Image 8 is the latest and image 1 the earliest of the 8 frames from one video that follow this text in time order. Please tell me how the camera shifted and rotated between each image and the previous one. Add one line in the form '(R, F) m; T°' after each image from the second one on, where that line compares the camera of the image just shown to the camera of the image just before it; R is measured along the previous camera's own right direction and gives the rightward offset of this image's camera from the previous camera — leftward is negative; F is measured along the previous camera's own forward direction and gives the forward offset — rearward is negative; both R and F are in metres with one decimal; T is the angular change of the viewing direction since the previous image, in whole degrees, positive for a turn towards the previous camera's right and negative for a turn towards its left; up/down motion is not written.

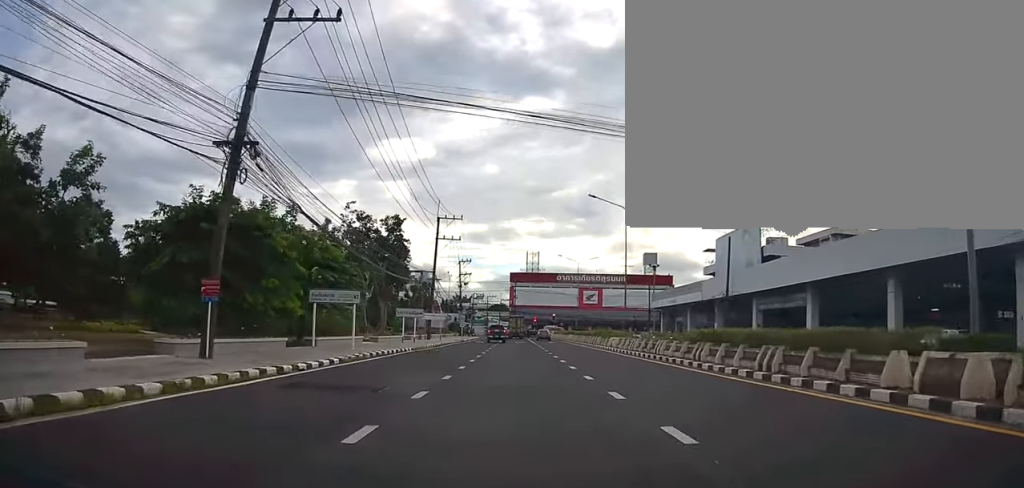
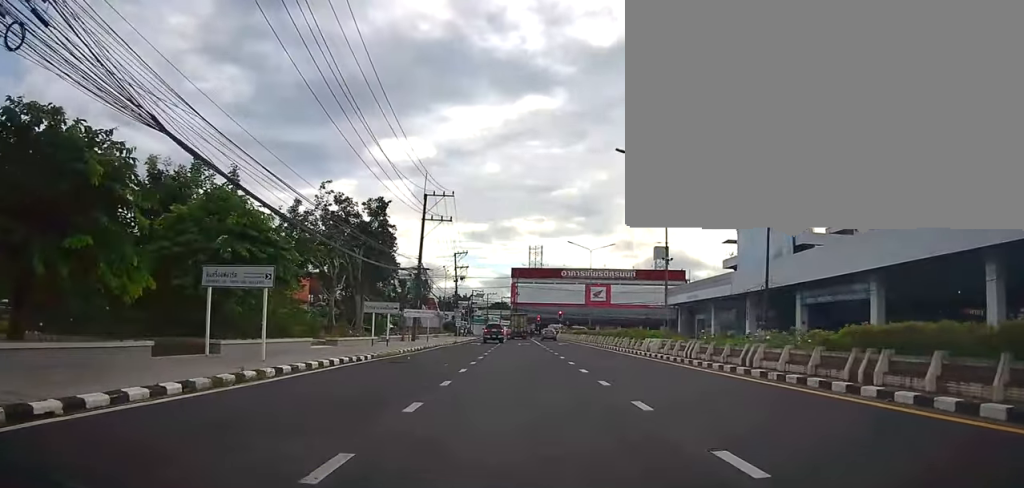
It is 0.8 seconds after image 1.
(+0.1, +9.8) m; 0°
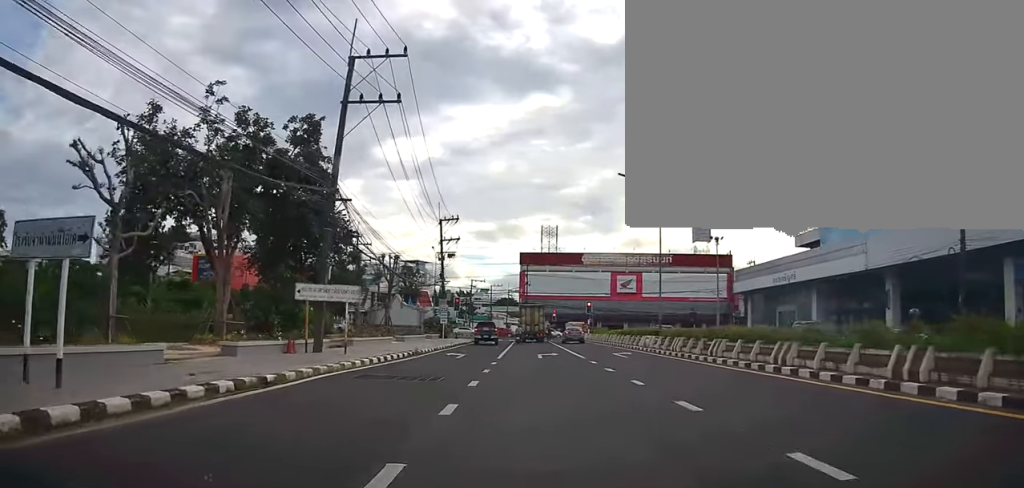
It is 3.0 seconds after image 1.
(-0.4, +25.3) m; -1°
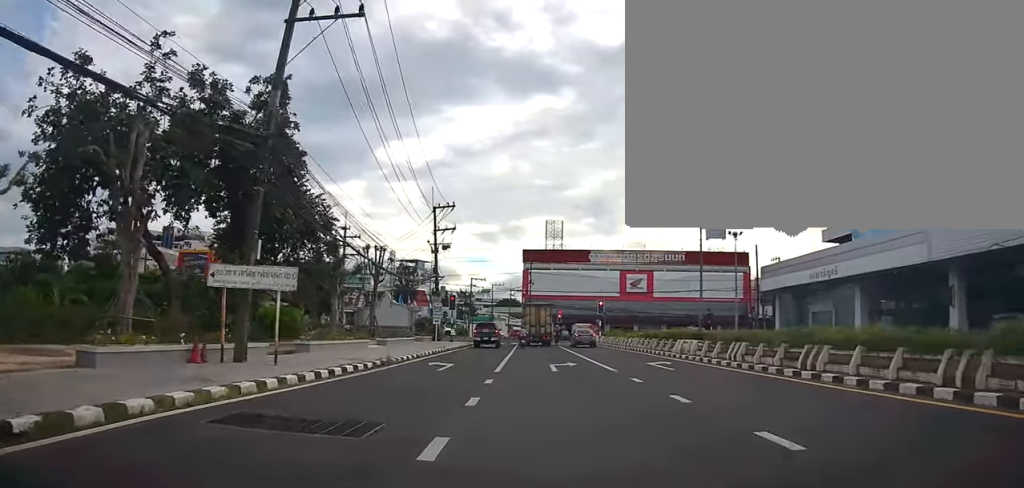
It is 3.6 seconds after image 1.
(0.0, +6.9) m; 0°
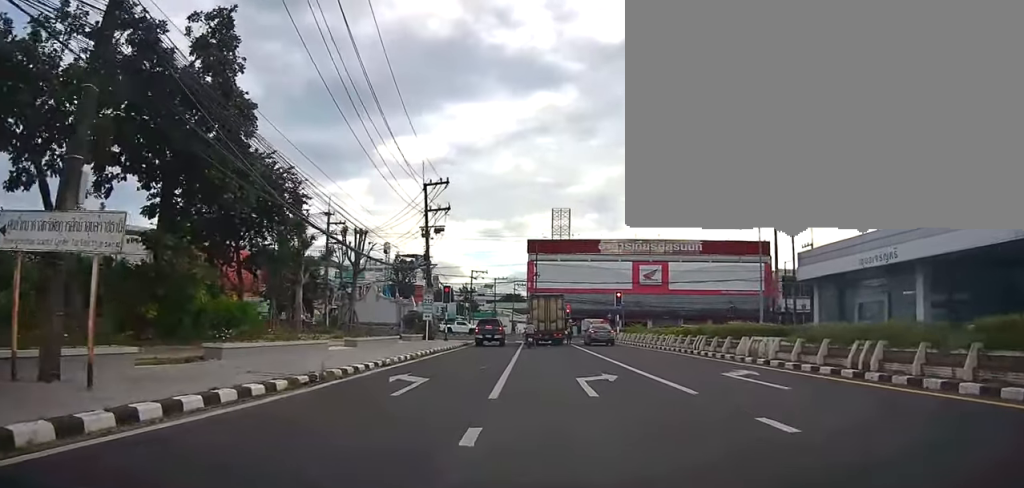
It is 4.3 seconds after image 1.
(0.0, +7.6) m; -1°
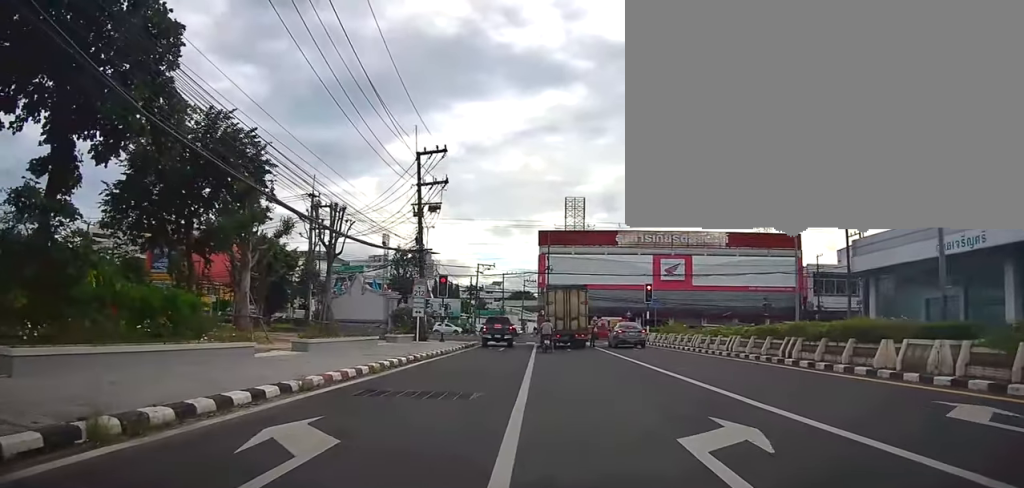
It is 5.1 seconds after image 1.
(-0.2, +7.9) m; -1°
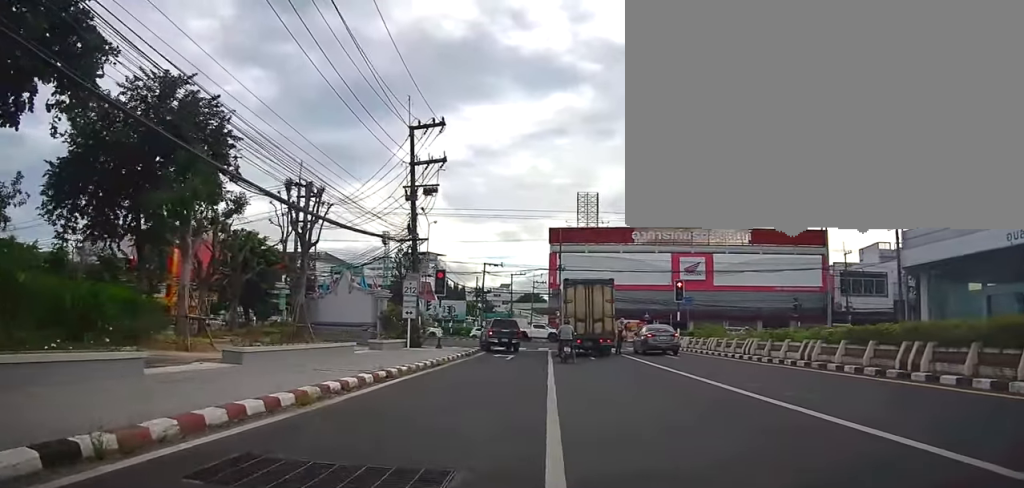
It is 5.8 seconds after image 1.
(0.0, +5.8) m; 0°
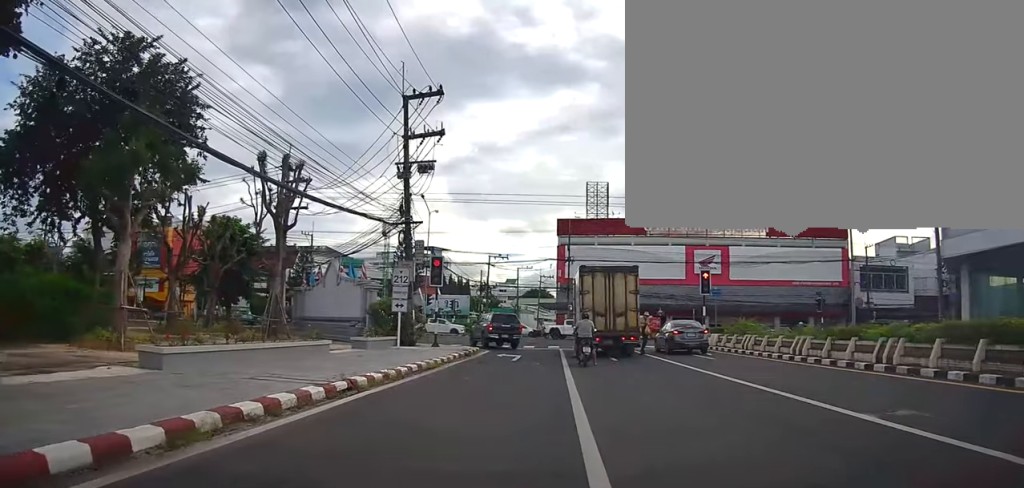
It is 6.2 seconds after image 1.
(+0.1, +4.1) m; 0°
